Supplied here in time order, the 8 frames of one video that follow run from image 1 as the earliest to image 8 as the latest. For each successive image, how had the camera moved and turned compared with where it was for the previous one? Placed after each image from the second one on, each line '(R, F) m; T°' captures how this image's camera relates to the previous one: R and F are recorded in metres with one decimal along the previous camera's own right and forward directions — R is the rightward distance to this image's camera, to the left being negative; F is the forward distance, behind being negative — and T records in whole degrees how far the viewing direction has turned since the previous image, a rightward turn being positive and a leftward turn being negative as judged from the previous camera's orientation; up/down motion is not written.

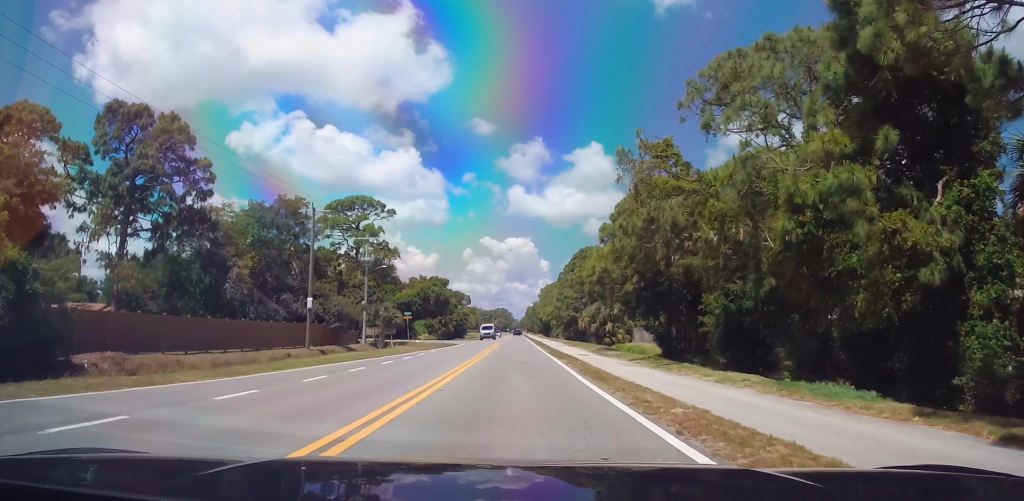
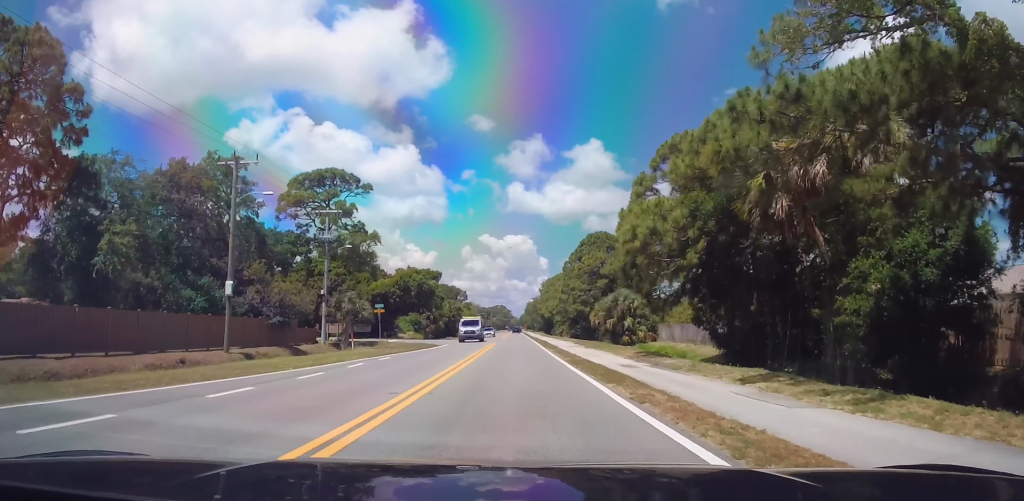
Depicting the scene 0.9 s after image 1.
(+0.2, +14.6) m; 0°
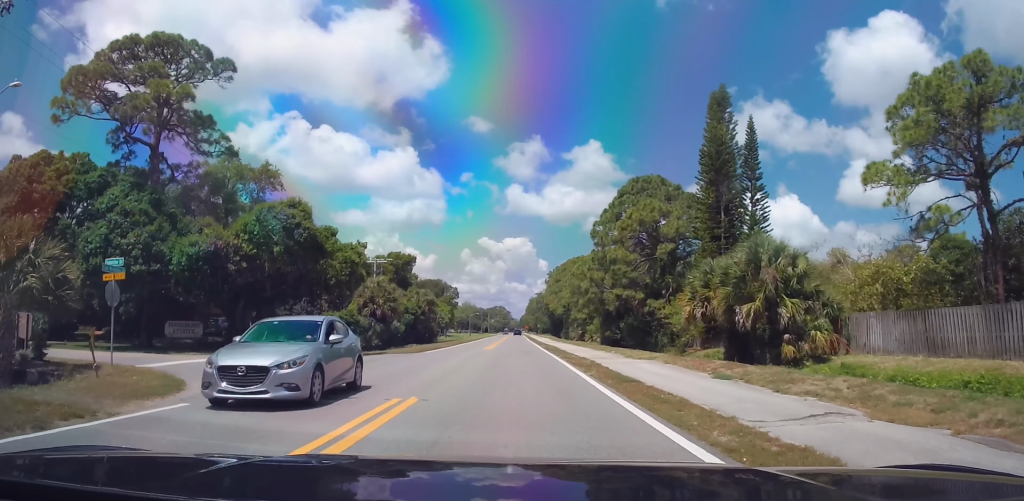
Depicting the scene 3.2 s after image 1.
(+0.2, +39.4) m; 0°
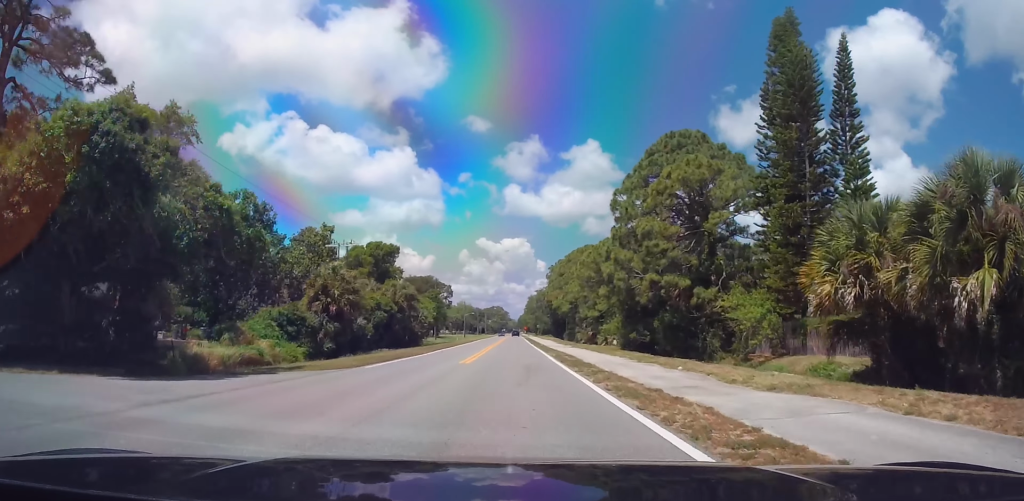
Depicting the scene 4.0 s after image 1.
(-0.4, +14.9) m; 0°
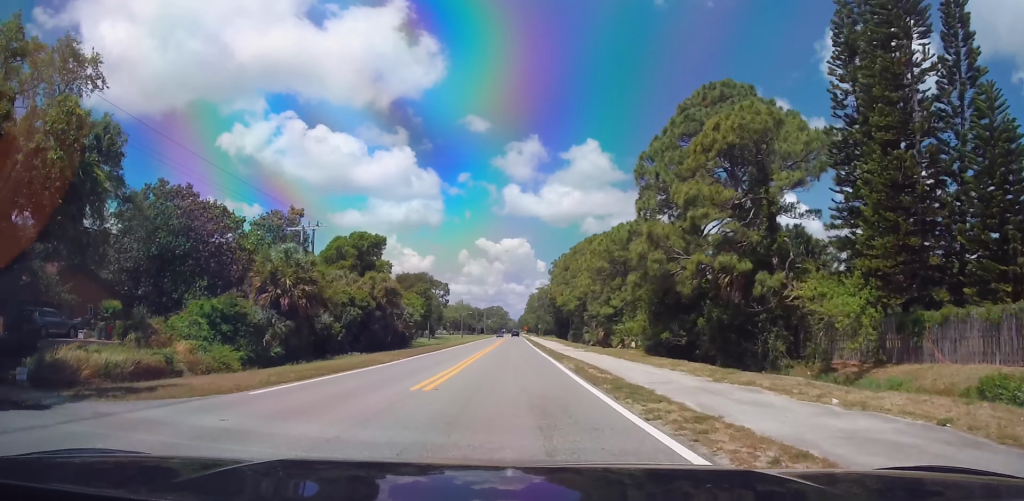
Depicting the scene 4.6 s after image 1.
(+0.1, +10.3) m; 0°
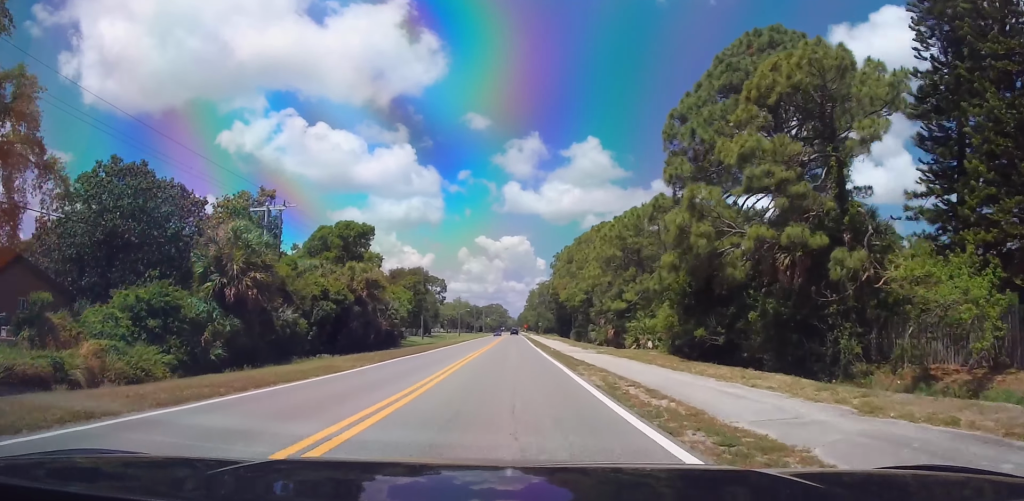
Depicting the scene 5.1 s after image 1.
(+0.2, +7.4) m; 0°
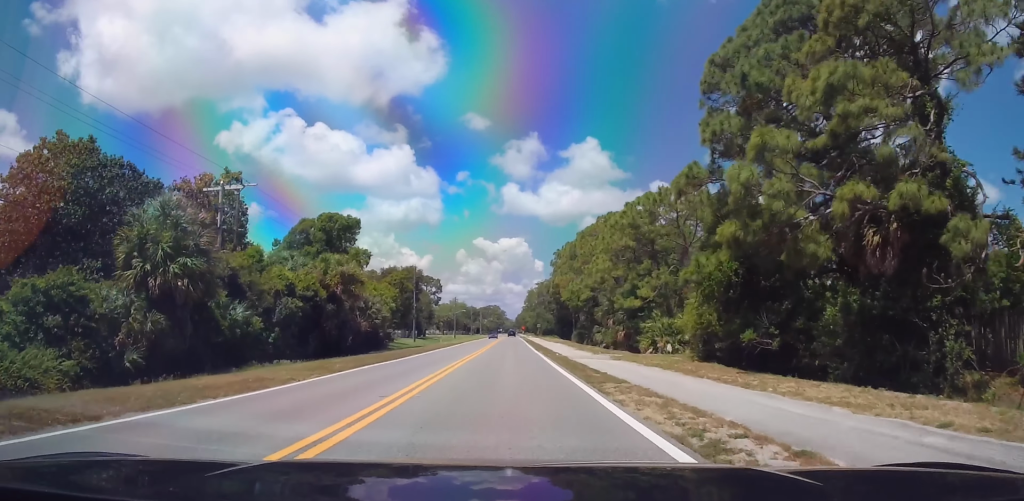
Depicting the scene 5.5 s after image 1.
(0.0, +6.9) m; 0°
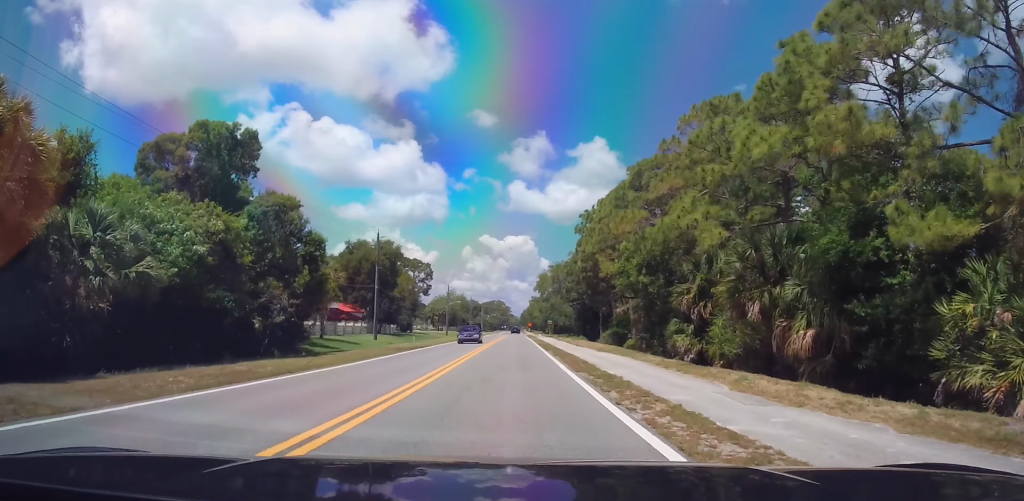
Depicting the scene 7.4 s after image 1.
(0.0, +33.9) m; 0°
